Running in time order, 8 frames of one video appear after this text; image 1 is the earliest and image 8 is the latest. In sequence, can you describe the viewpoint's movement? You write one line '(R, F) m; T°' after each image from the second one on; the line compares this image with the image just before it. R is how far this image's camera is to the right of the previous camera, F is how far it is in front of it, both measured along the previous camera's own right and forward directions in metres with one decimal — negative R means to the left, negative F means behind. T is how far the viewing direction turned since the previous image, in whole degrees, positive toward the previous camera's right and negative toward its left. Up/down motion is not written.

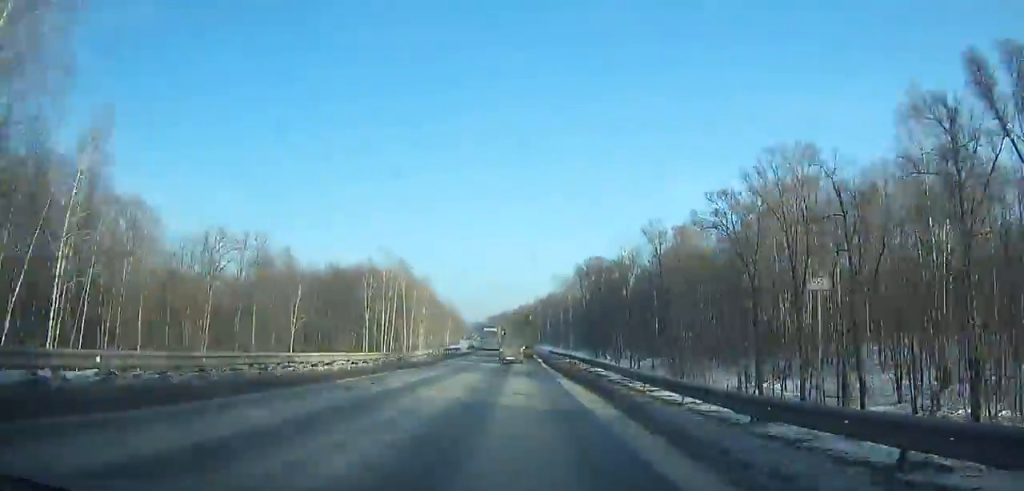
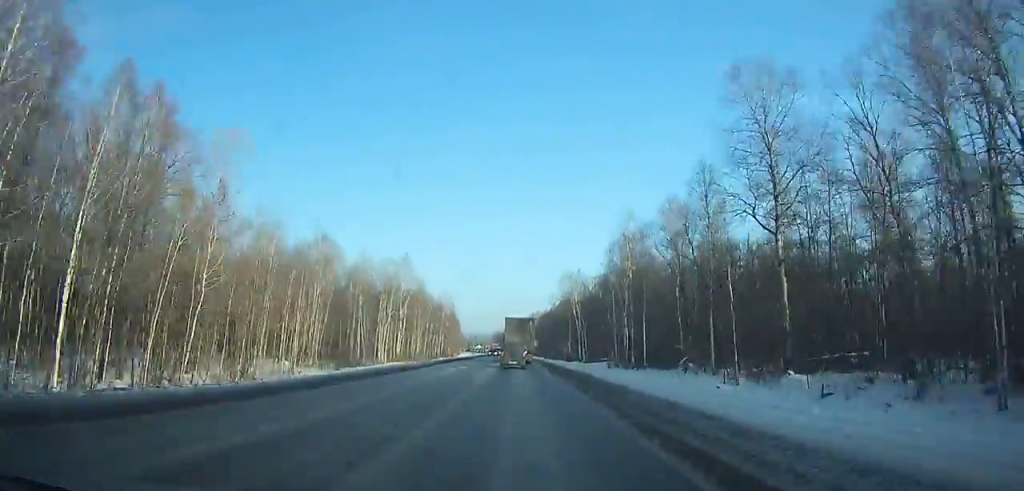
(-3.1, +140.2) m; -3°
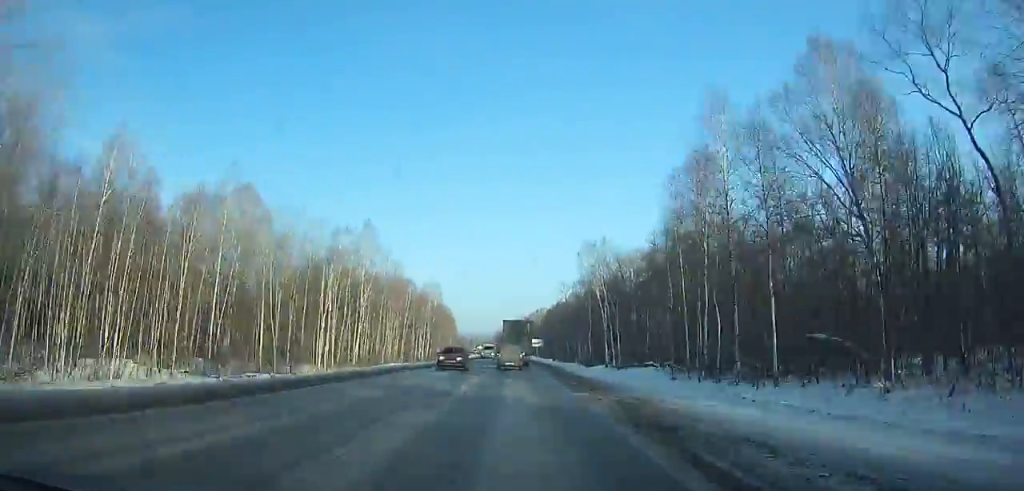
(-0.3, +31.9) m; -1°
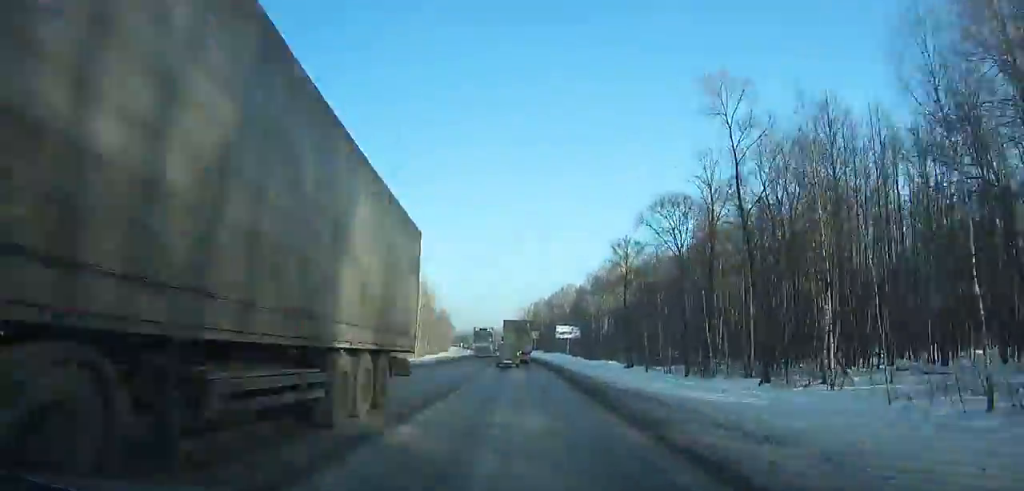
(-1.4, +96.2) m; -2°
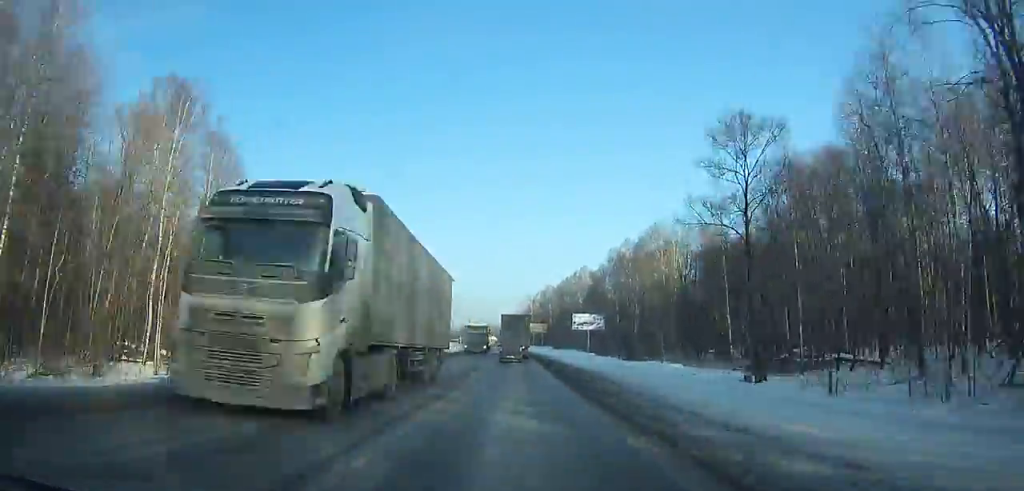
(-0.2, +34.9) m; -1°
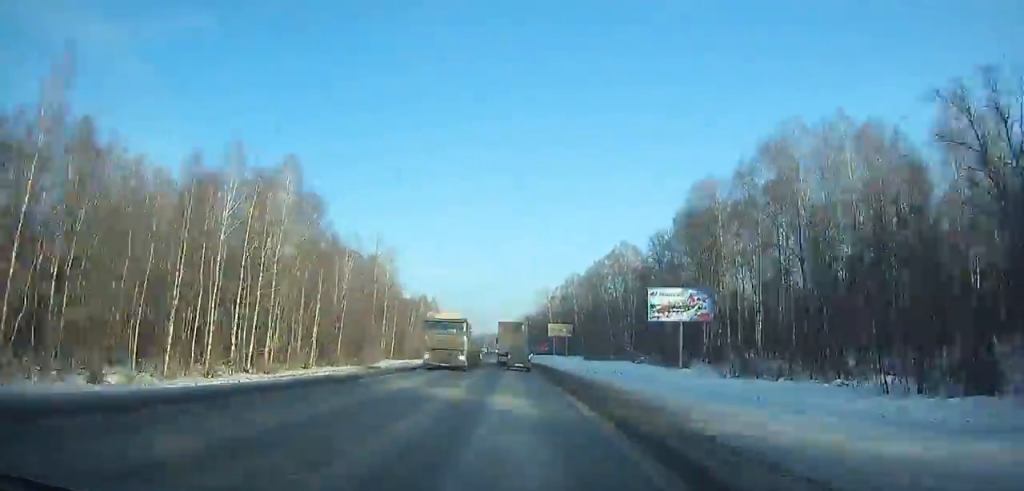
(-0.7, +56.8) m; -2°
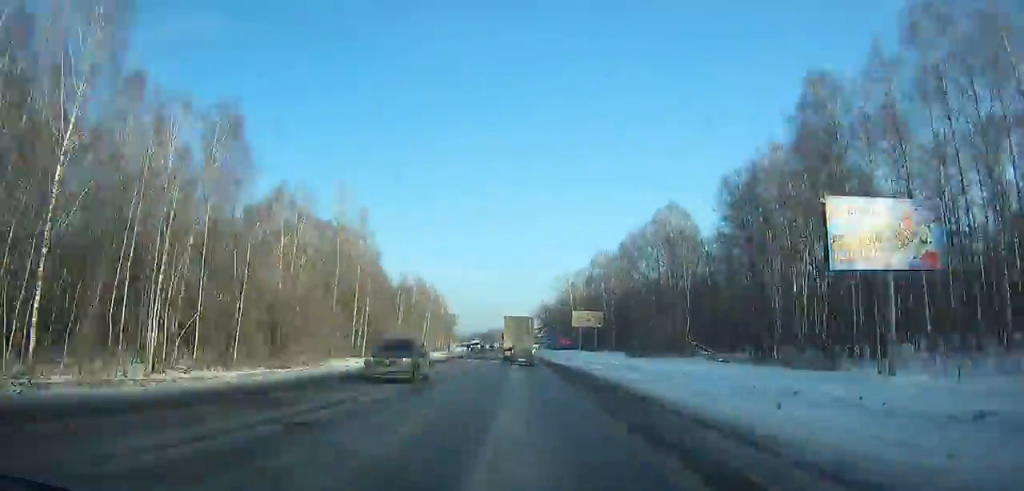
(-0.2, +30.0) m; -1°
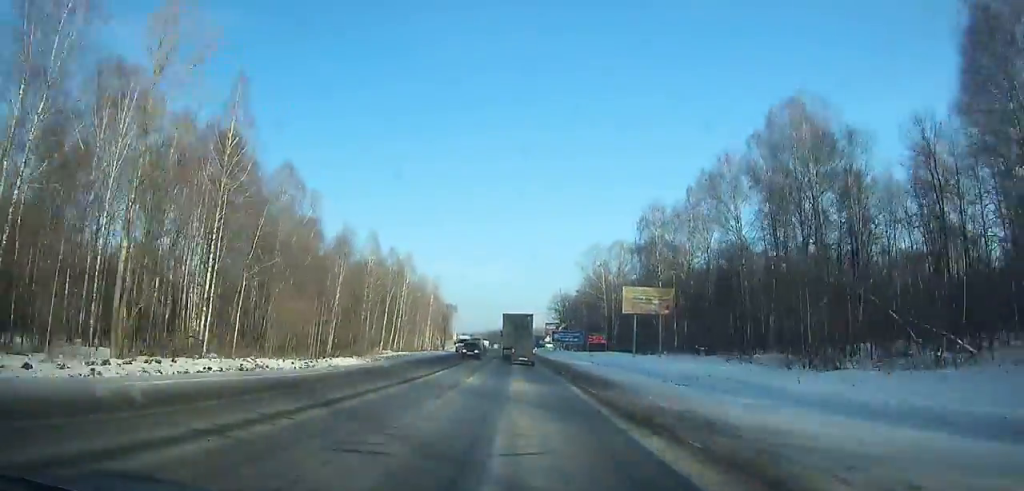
(-0.7, +45.4) m; -1°
